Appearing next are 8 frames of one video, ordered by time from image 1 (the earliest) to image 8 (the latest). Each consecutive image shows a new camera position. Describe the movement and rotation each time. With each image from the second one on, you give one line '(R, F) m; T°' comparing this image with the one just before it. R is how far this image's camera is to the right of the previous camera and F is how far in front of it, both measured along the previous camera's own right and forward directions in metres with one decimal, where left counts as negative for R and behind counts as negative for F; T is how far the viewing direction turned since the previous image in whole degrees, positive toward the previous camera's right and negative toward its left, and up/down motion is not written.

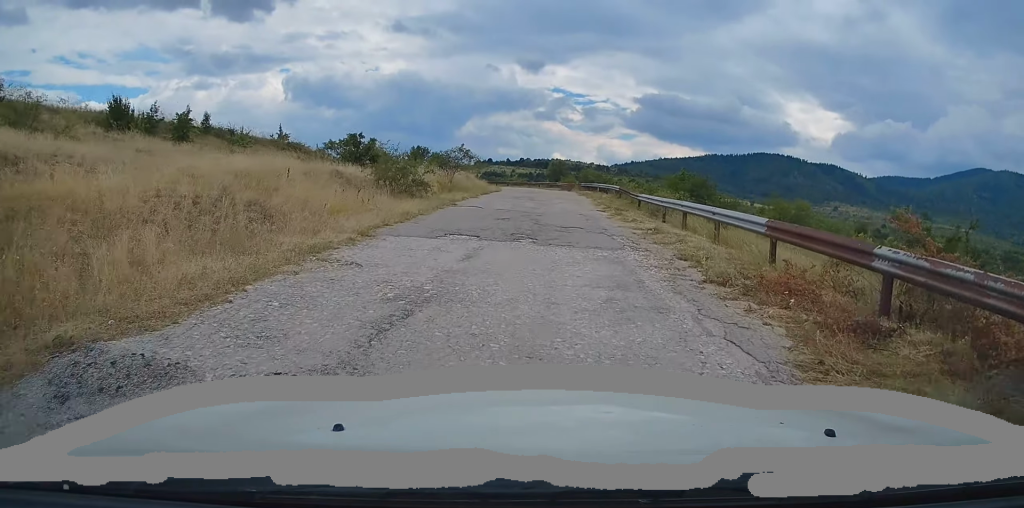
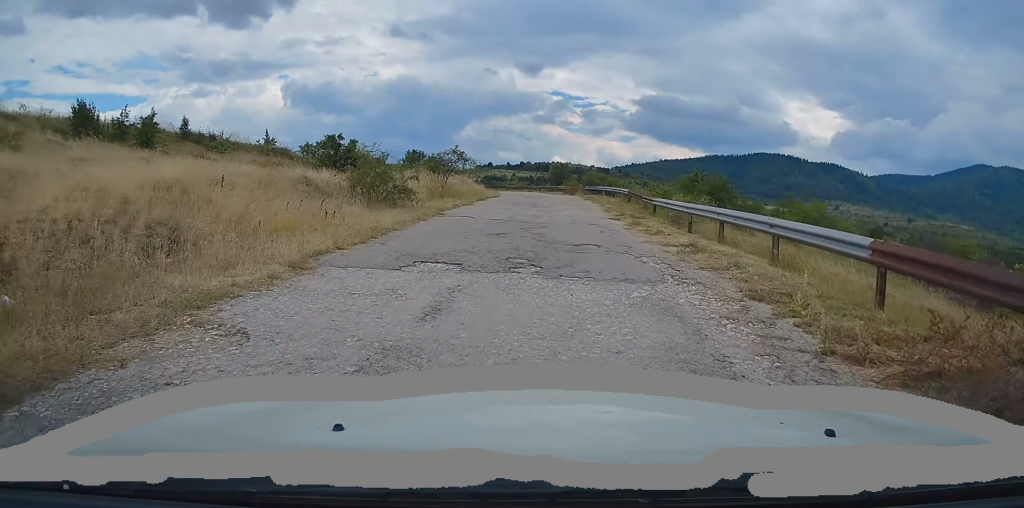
(-0.1, +3.4) m; 0°
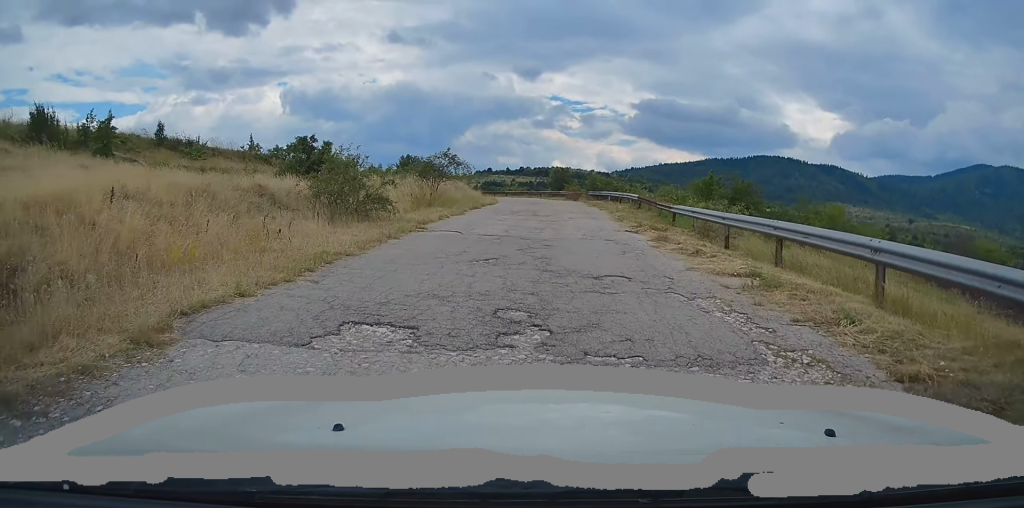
(+0.1, +3.5) m; +1°
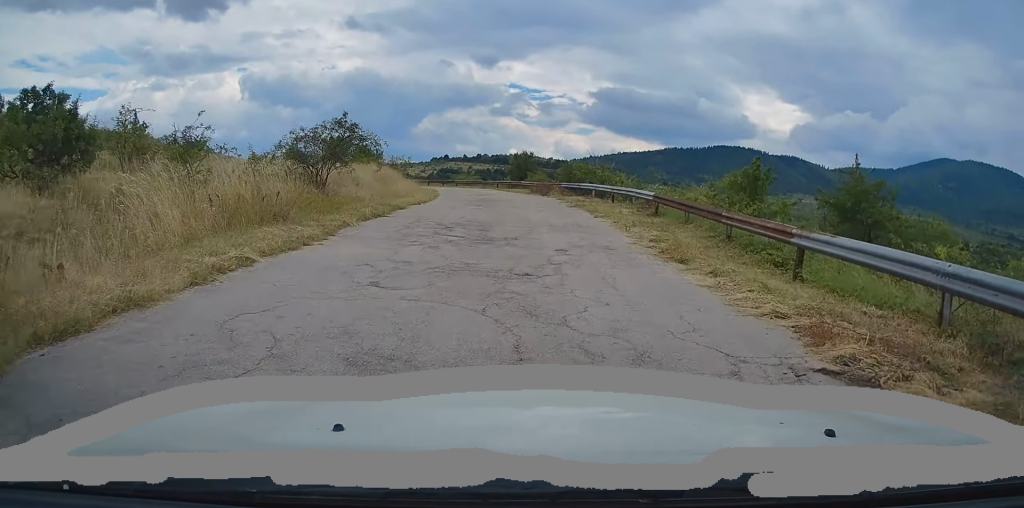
(+0.3, +12.9) m; +3°
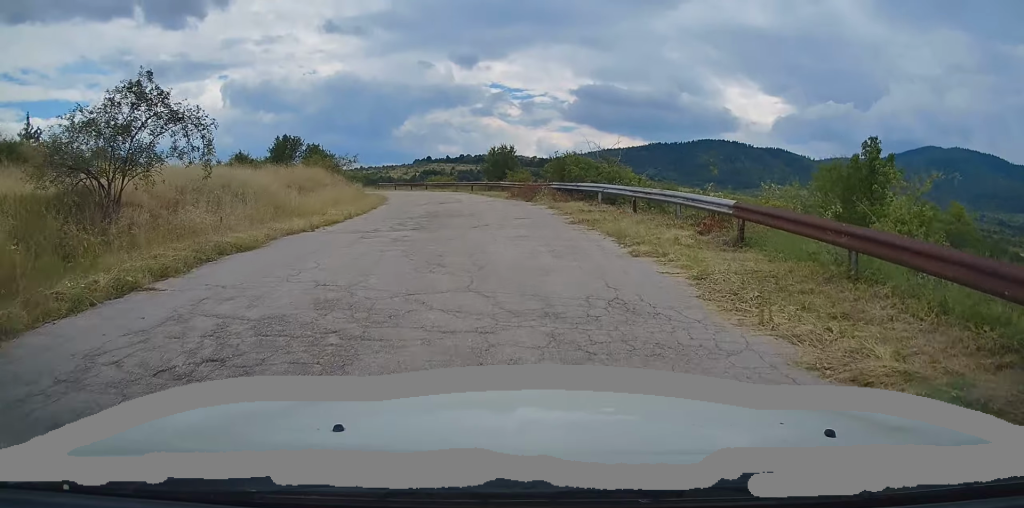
(+0.3, +9.9) m; +1°
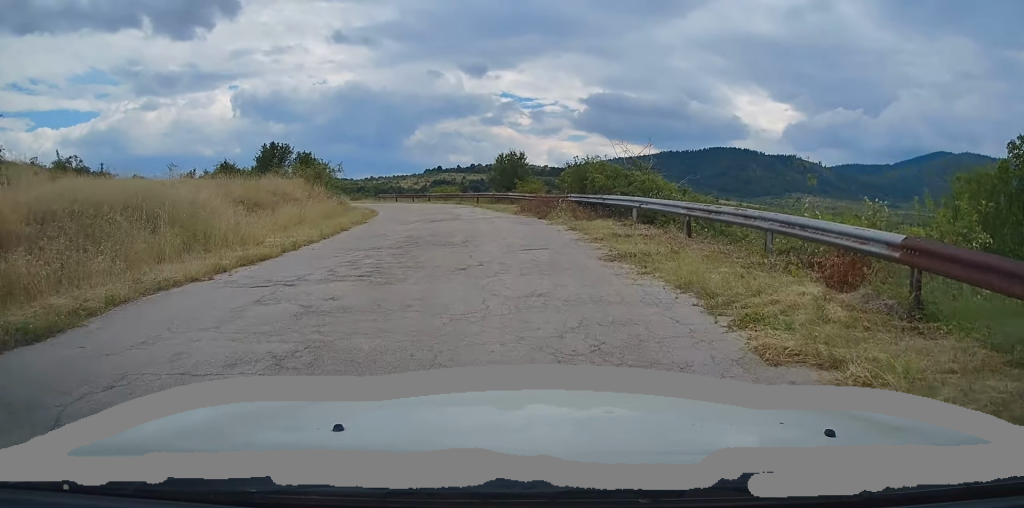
(0.0, +5.0) m; -1°
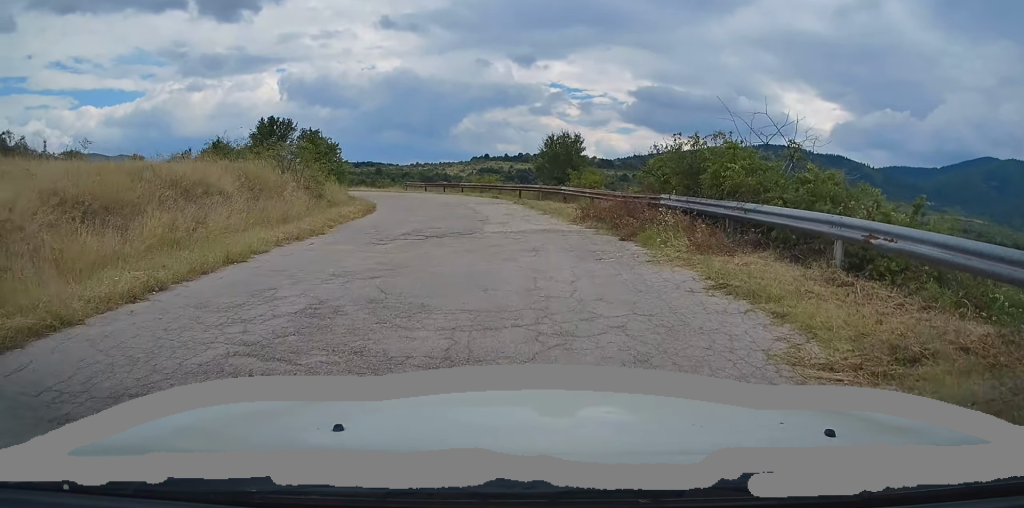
(-0.3, +9.3) m; -6°
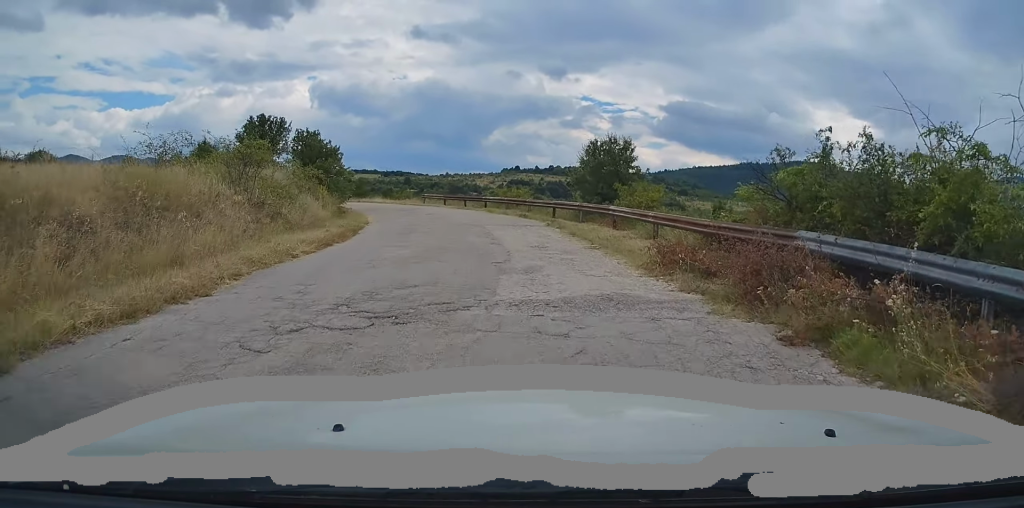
(-0.4, +6.4) m; -4°
